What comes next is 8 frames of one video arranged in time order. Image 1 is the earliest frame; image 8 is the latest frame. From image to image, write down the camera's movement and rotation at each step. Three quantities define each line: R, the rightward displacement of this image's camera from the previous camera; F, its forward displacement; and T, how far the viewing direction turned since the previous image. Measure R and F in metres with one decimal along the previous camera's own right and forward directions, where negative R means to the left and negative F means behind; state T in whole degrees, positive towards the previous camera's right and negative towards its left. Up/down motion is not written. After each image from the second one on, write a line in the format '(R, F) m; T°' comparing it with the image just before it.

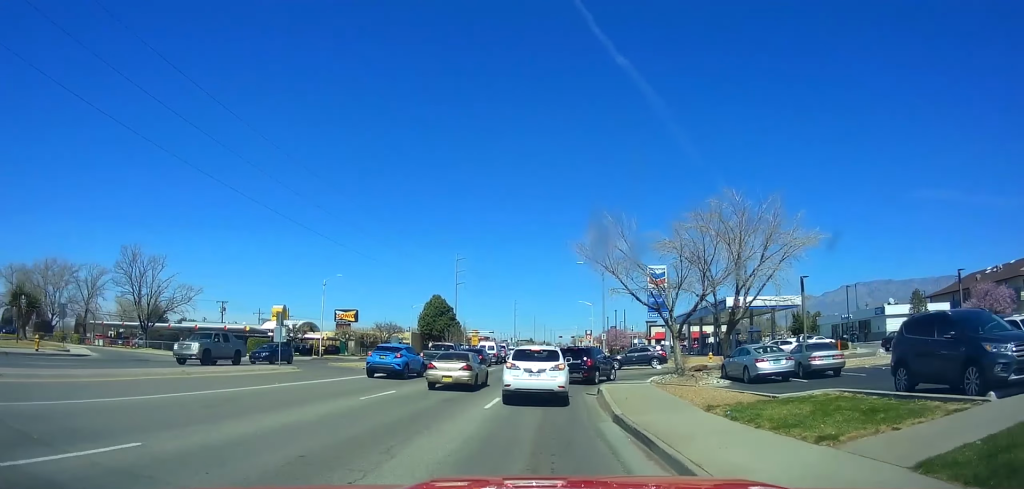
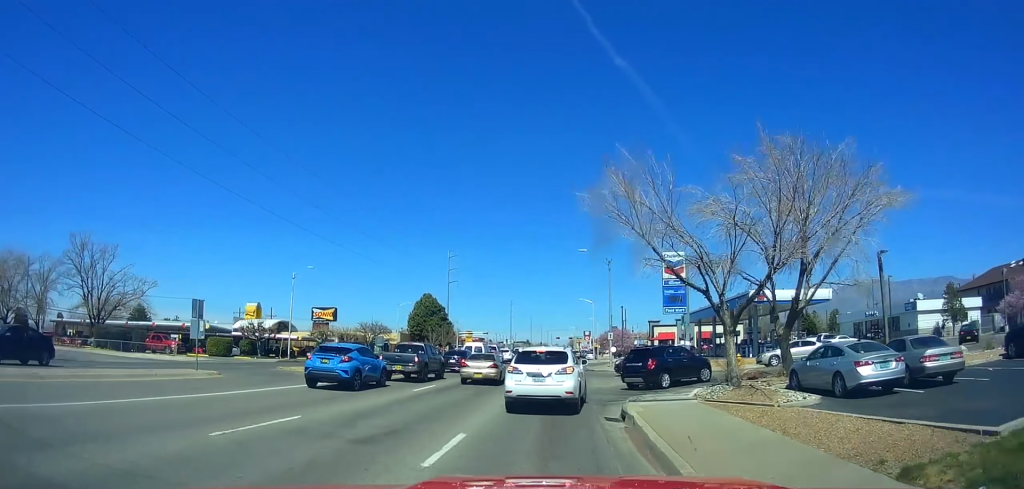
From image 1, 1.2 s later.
(-0.1, +10.5) m; +1°
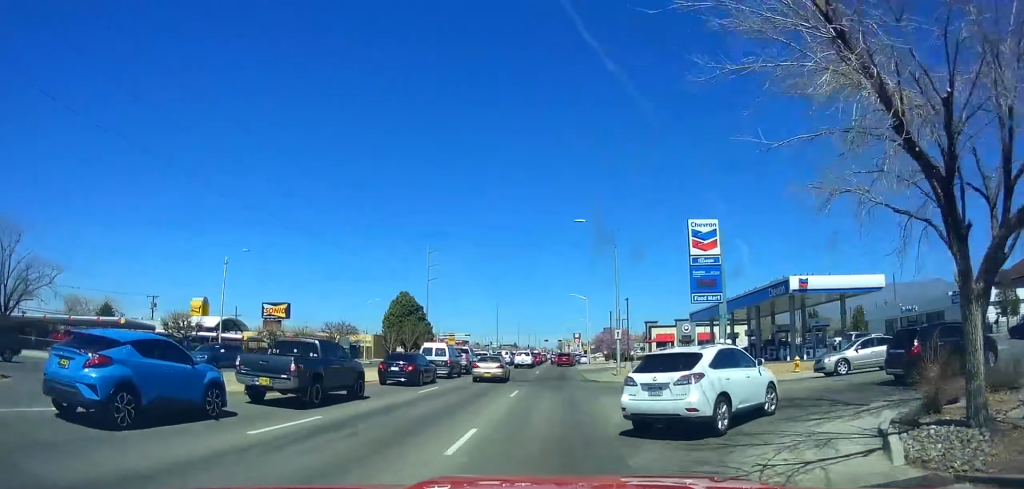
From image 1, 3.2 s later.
(+0.1, +16.8) m; +1°
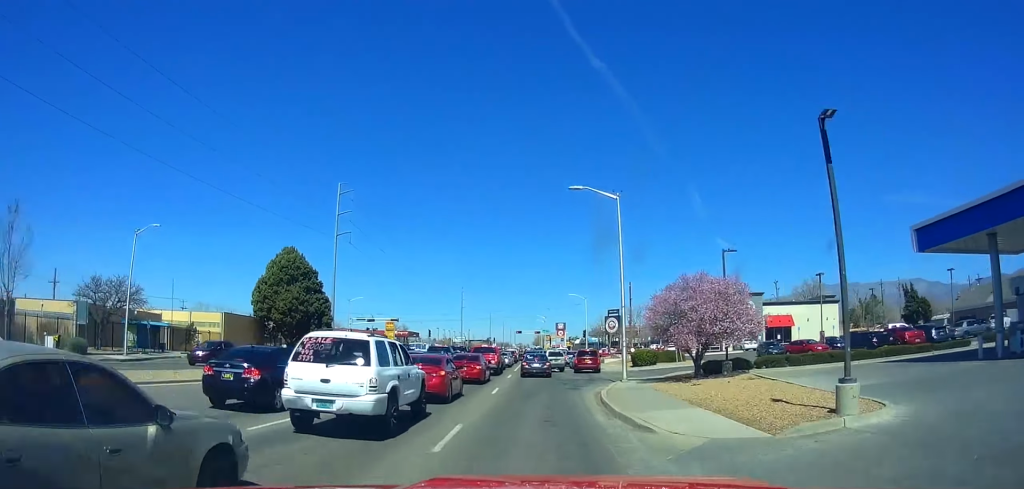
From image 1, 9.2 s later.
(+1.1, +44.1) m; +1°
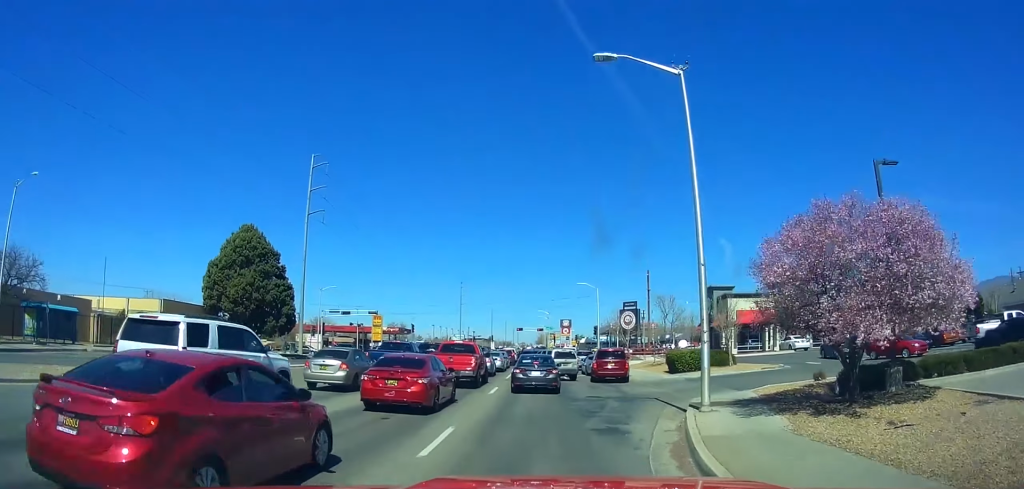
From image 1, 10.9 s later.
(+0.1, +10.2) m; -1°
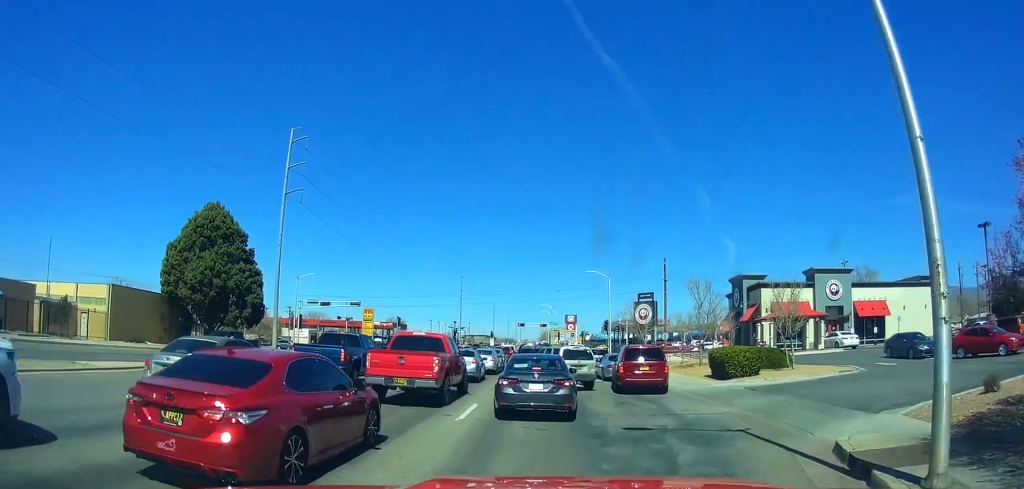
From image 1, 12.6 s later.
(-0.2, +7.5) m; -2°
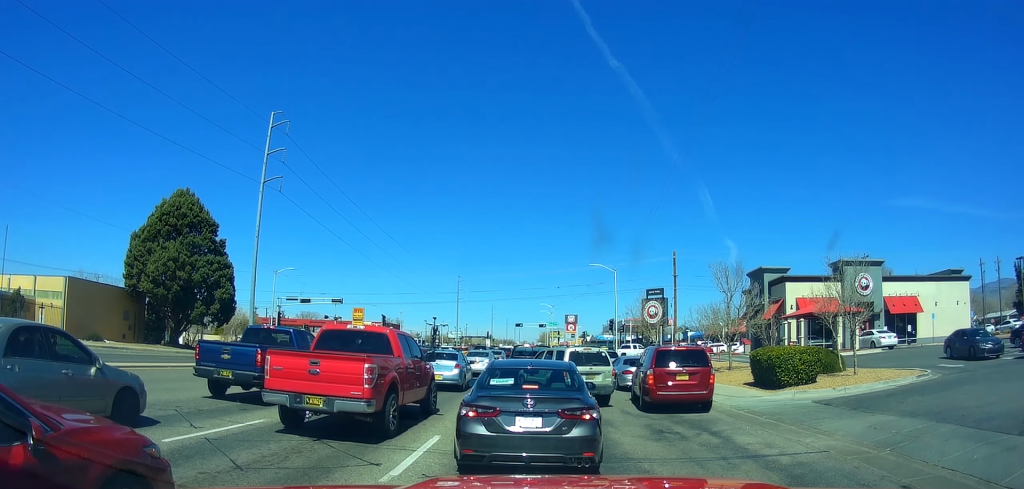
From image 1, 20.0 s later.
(-0.4, +14.9) m; +1°
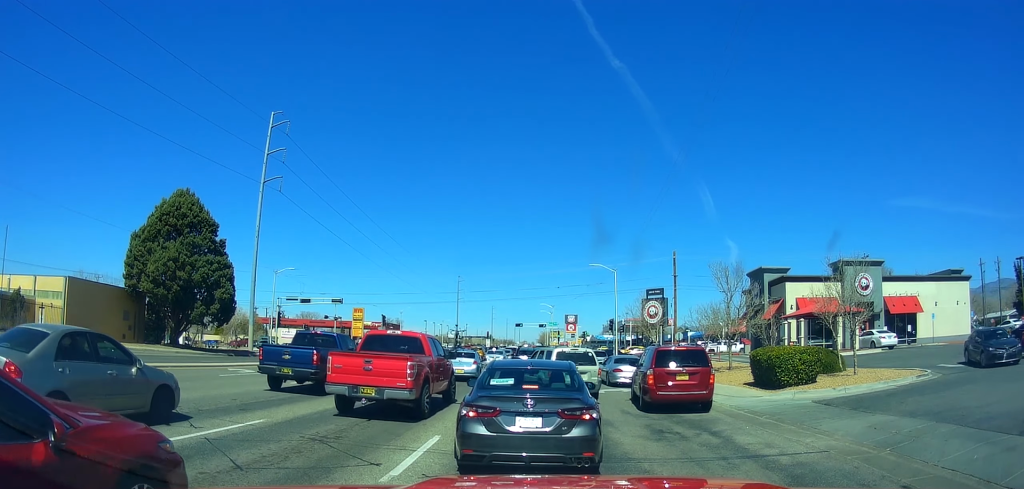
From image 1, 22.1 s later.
(0.0, +2.4) m; -1°
